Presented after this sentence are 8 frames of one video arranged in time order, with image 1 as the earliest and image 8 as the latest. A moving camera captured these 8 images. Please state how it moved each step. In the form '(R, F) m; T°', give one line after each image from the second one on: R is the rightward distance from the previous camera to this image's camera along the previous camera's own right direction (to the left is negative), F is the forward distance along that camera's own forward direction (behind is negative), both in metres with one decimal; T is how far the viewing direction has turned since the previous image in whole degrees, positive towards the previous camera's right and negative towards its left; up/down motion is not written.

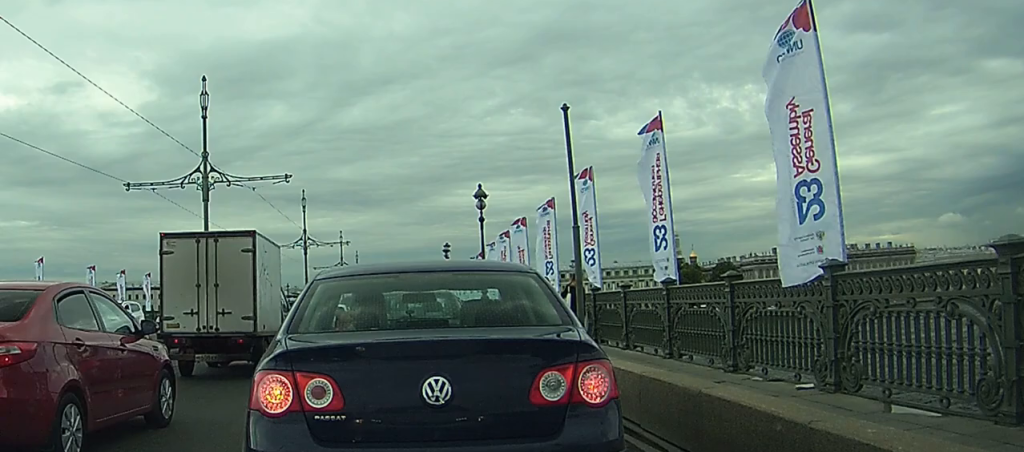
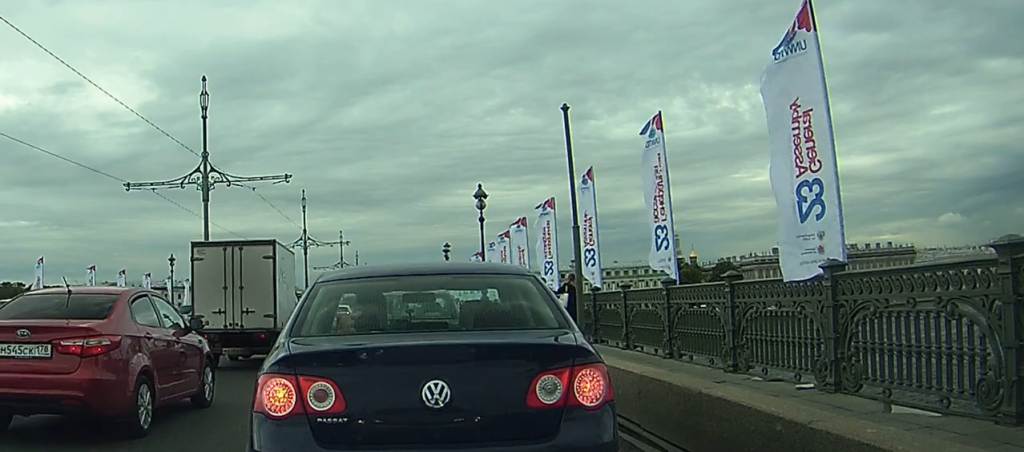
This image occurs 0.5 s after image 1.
(0.0, 0.0) m; 0°
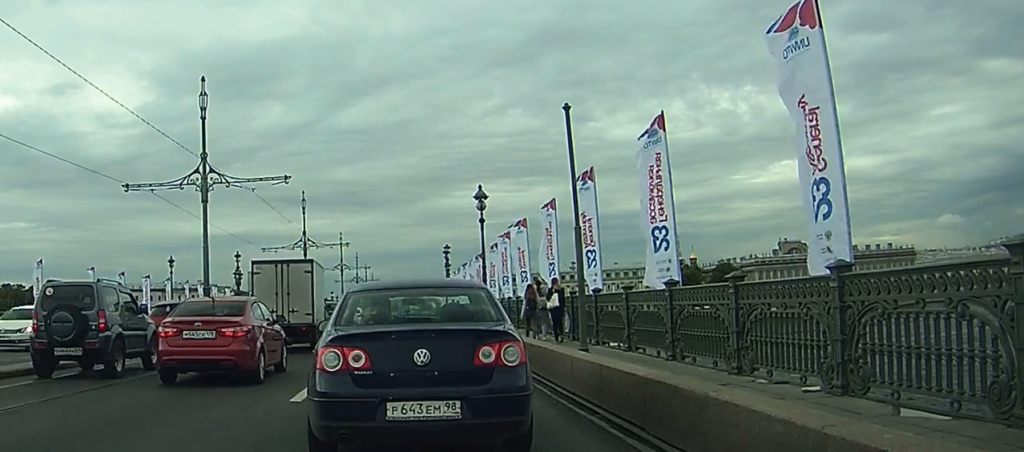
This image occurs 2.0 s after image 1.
(0.0, 0.0) m; 0°
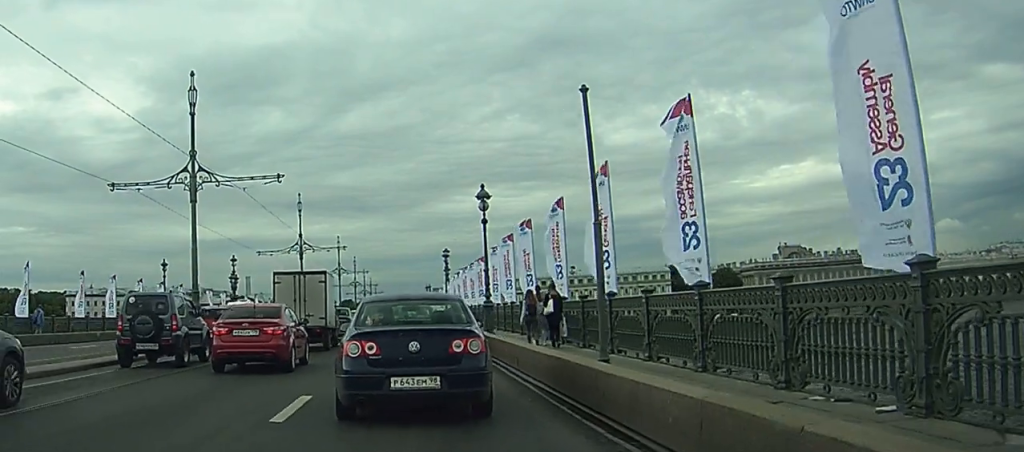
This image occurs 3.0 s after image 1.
(0.0, 0.0) m; 0°
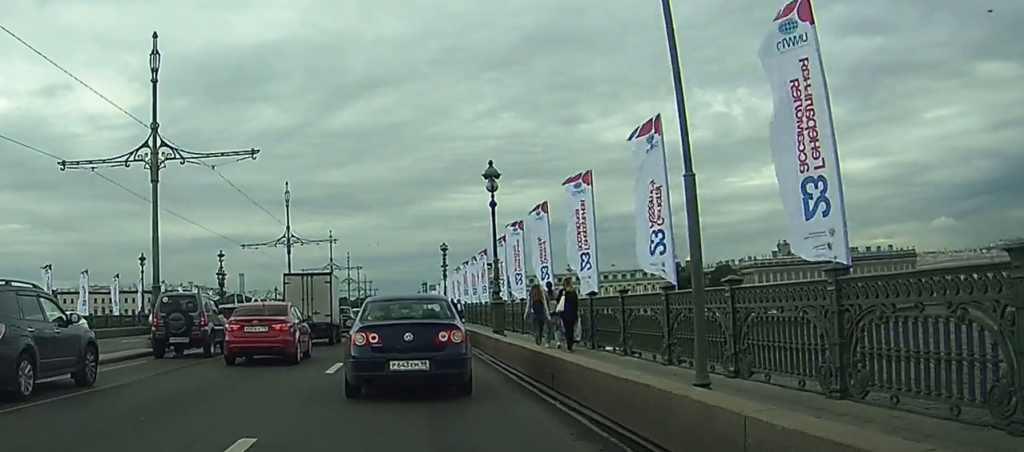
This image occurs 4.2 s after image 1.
(0.0, +0.6) m; 0°
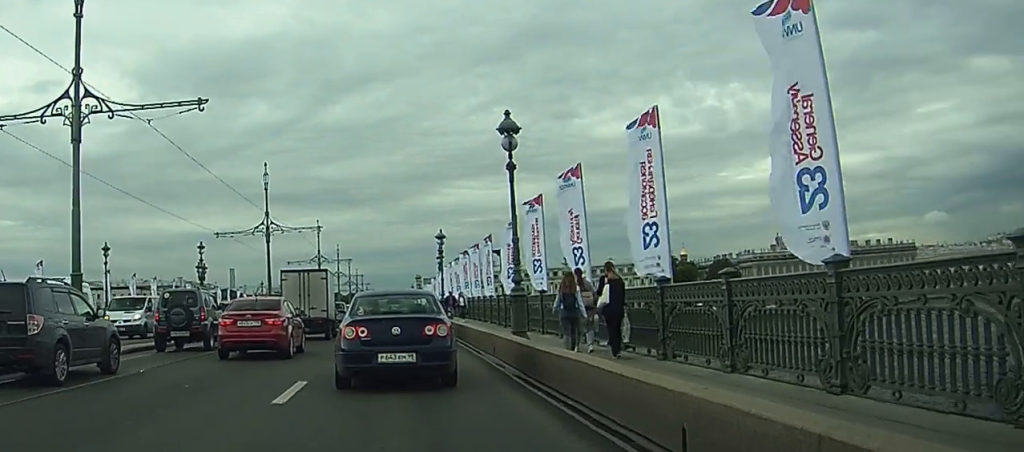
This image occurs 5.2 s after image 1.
(0.0, +3.4) m; +2°
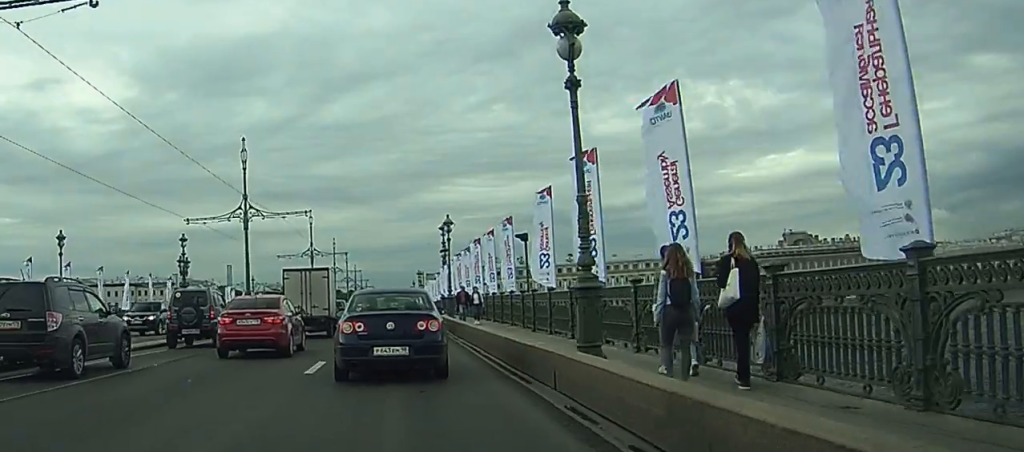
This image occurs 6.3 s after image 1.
(+0.1, +6.3) m; +1°
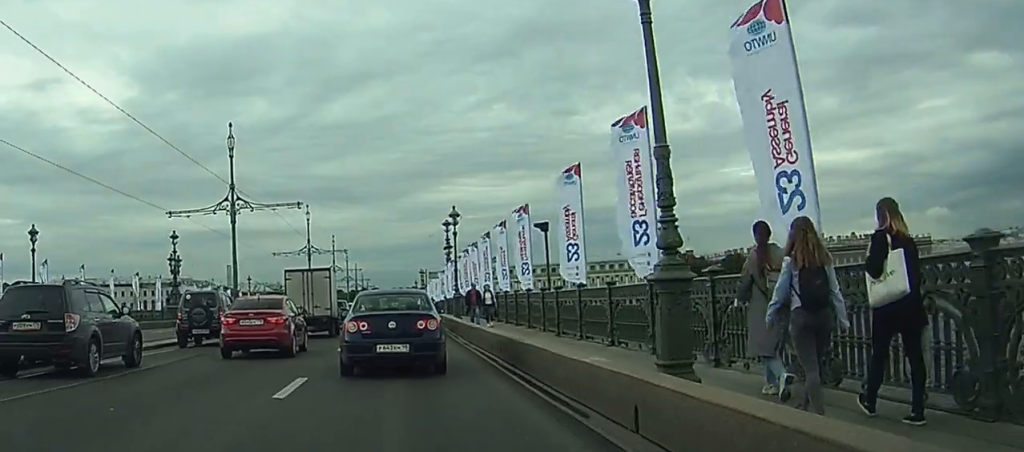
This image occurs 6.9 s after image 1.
(0.0, +4.1) m; 0°
